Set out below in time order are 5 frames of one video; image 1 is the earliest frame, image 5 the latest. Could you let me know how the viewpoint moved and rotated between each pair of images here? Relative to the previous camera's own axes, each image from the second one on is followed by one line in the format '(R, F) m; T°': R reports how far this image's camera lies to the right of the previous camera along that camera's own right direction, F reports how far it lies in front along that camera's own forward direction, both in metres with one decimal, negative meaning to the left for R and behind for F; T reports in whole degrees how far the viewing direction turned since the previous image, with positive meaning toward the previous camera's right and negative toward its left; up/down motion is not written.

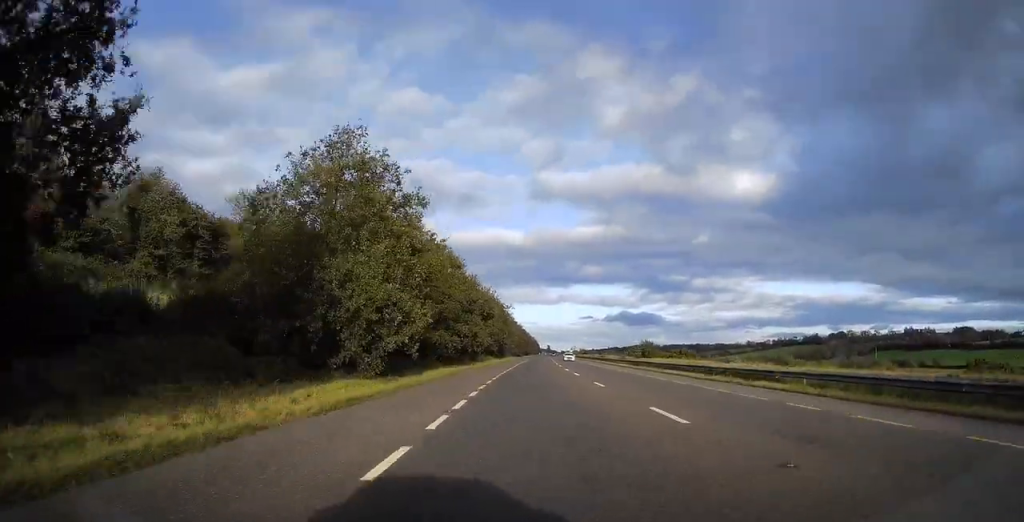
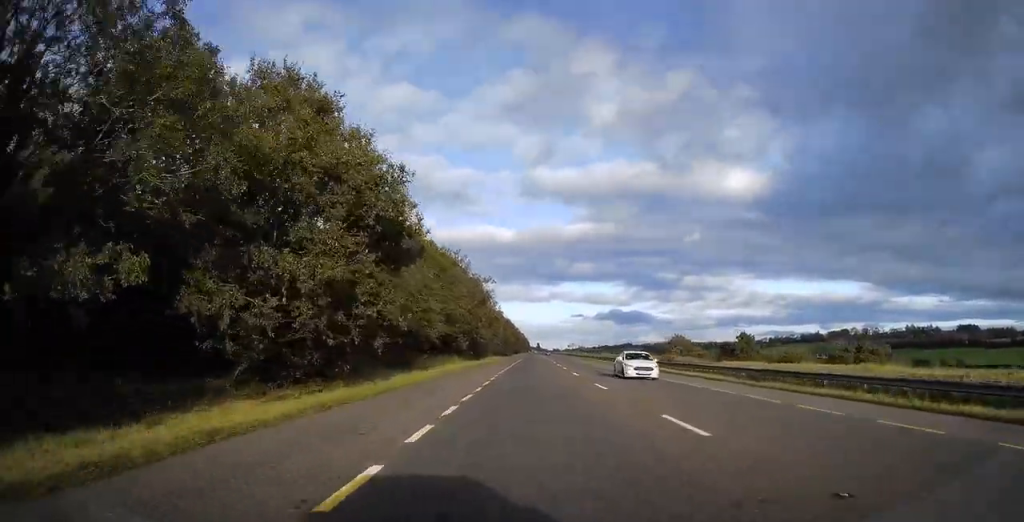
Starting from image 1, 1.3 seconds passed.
(+0.5, +40.0) m; +1°
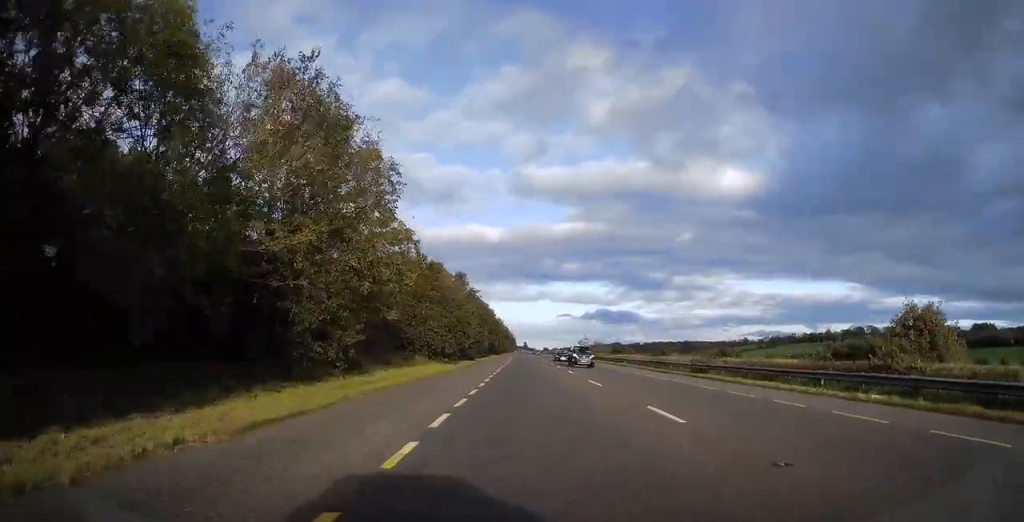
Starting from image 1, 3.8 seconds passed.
(+0.7, +68.3) m; 0°
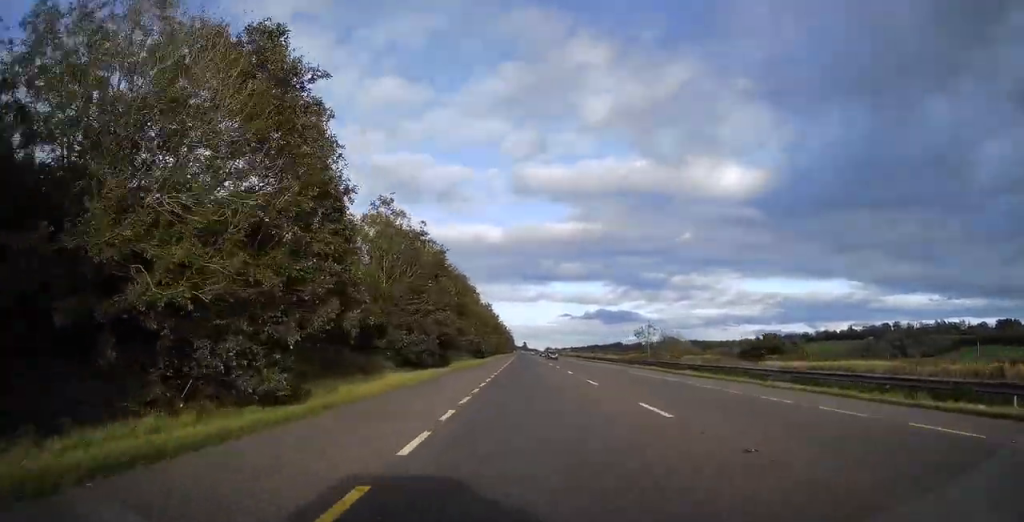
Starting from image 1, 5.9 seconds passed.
(+0.2, +63.9) m; +1°
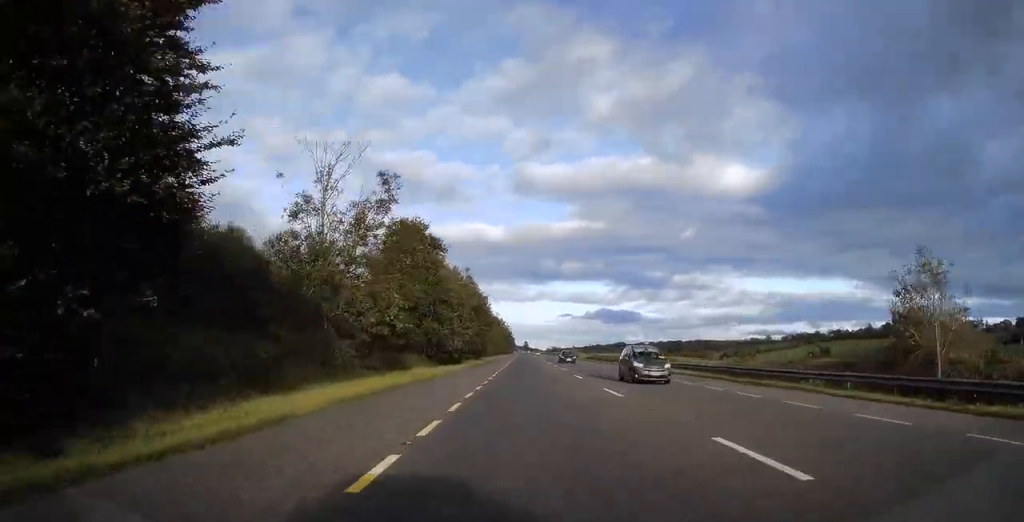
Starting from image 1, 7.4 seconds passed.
(+0.2, +44.8) m; 0°
